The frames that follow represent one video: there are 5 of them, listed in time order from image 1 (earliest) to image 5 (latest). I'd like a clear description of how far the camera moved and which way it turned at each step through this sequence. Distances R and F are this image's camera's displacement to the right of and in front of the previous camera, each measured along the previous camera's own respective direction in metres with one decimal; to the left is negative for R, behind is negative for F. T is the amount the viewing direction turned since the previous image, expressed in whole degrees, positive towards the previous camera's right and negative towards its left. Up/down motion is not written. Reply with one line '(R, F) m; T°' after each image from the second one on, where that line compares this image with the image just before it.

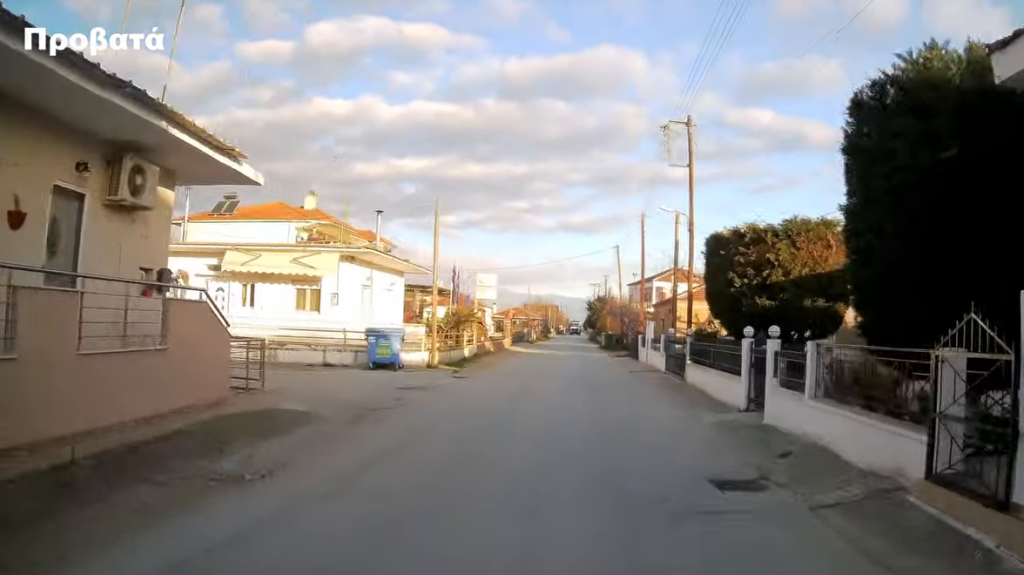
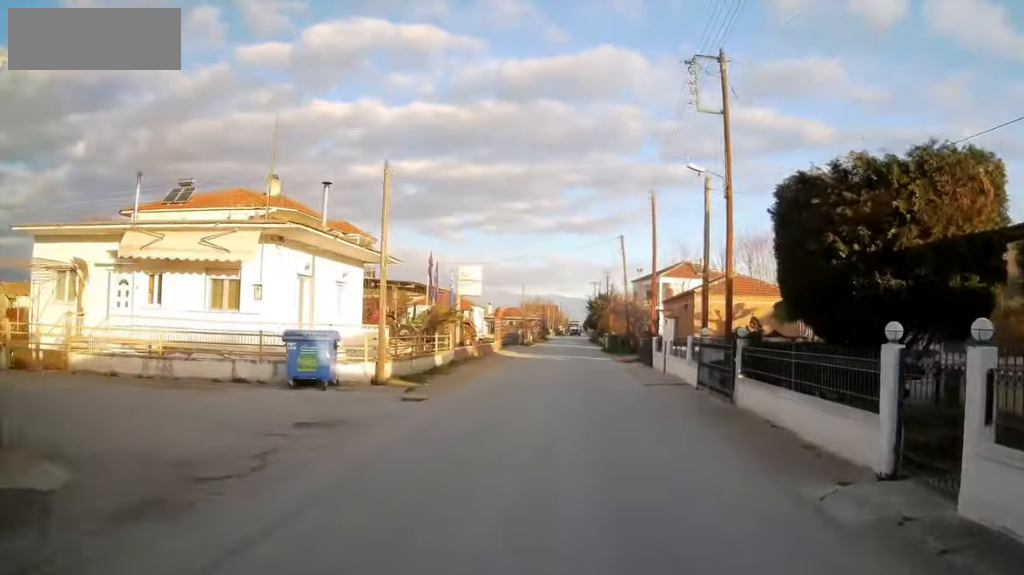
(0.0, +6.6) m; 0°
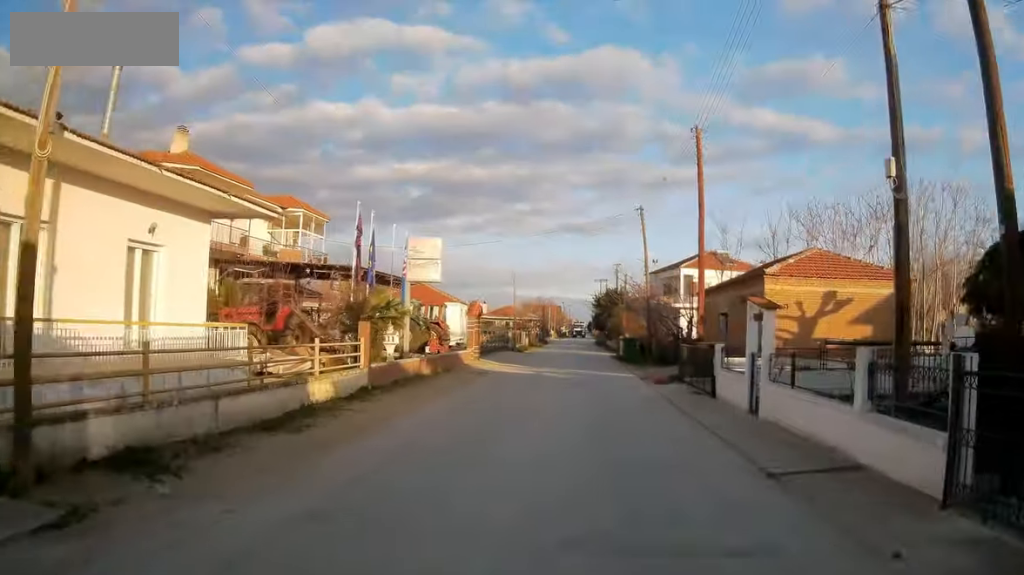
(+0.1, +12.7) m; 0°
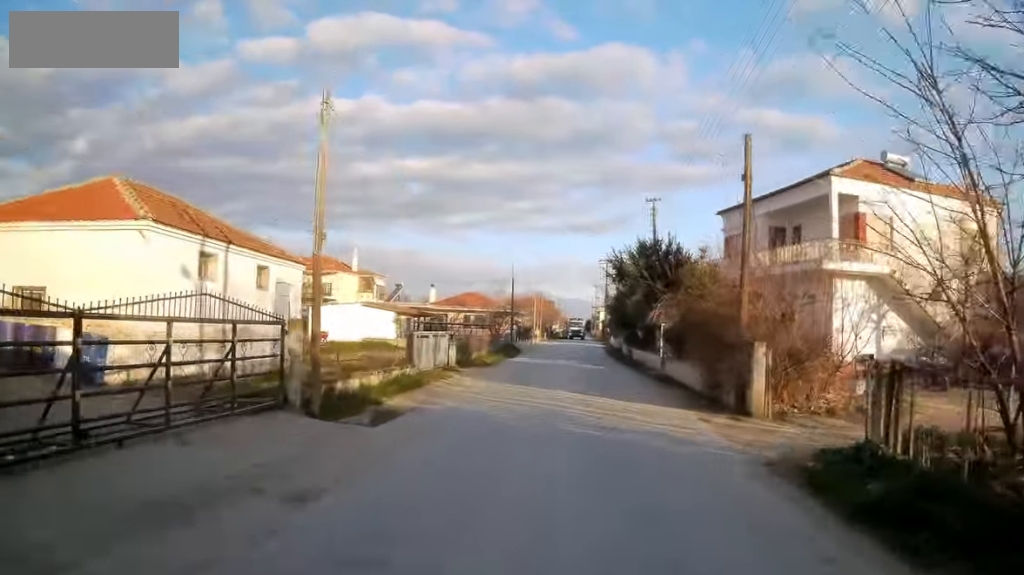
(-1.2, +36.8) m; -1°
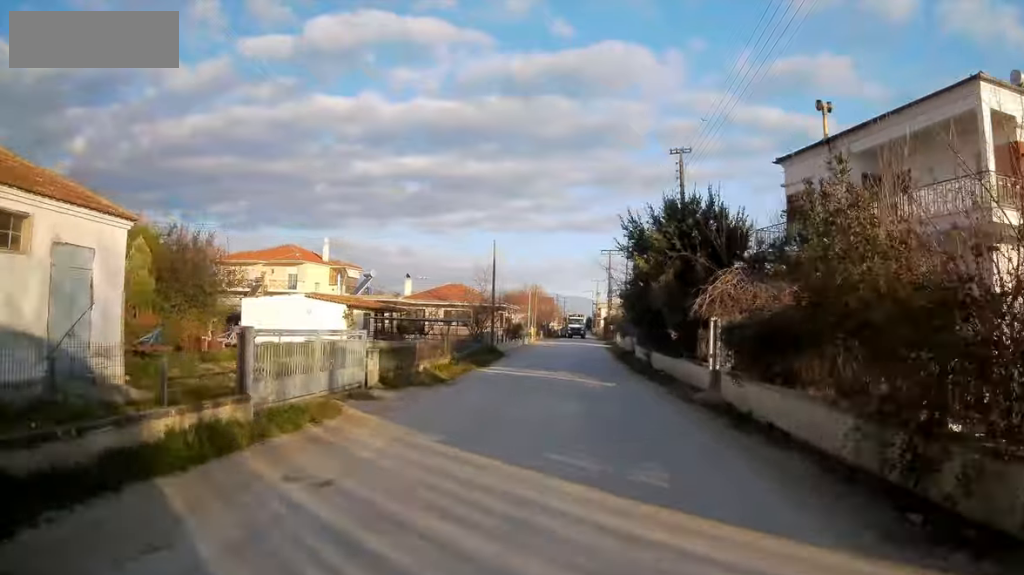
(+0.4, +9.8) m; +1°
